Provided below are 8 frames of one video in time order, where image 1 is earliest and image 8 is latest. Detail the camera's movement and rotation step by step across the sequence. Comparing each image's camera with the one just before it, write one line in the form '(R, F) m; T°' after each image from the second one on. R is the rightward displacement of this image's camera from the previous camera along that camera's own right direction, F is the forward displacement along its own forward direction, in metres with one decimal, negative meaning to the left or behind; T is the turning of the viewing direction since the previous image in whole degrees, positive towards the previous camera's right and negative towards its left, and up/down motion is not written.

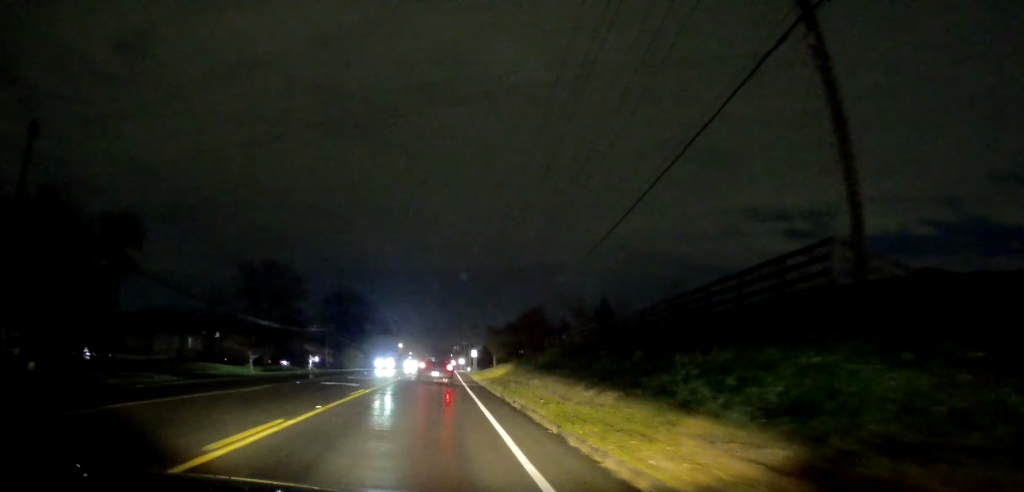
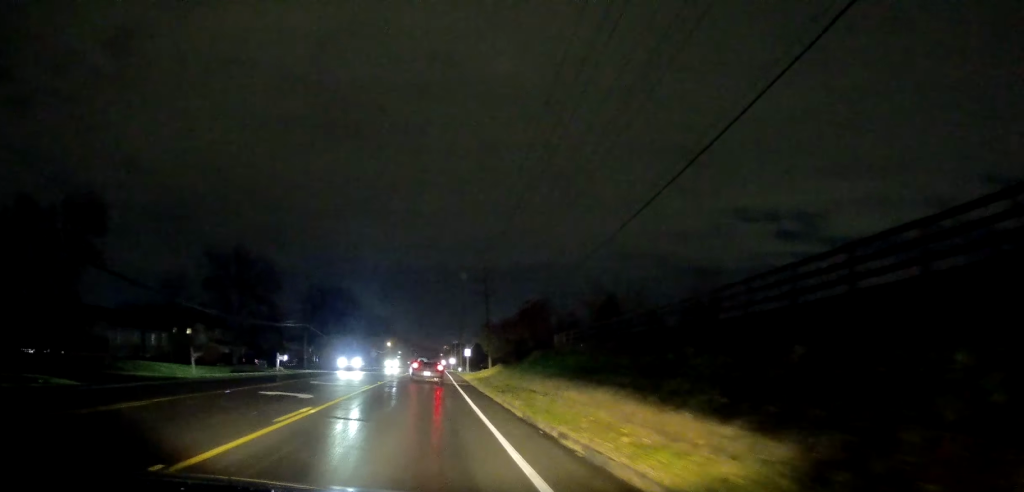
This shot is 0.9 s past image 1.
(-0.1, +6.7) m; +2°
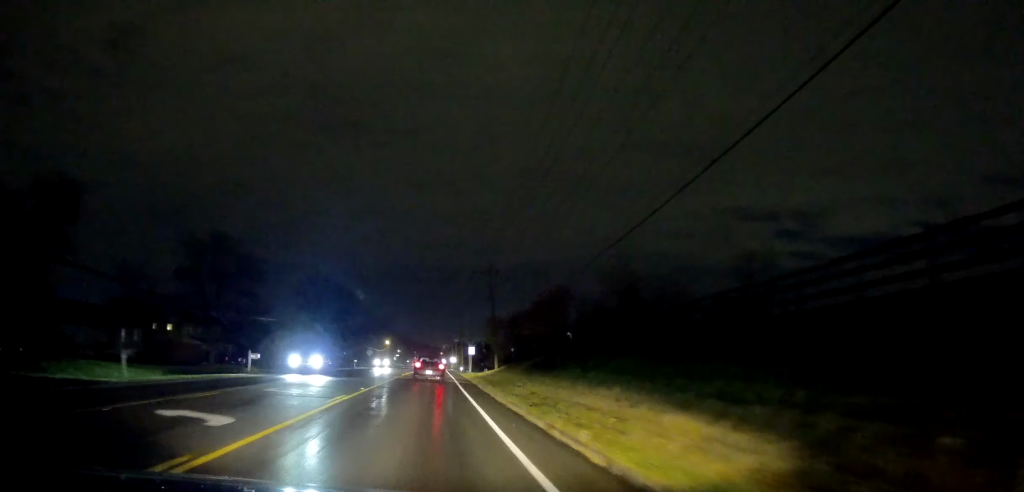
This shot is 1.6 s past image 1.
(0.0, +6.1) m; +3°
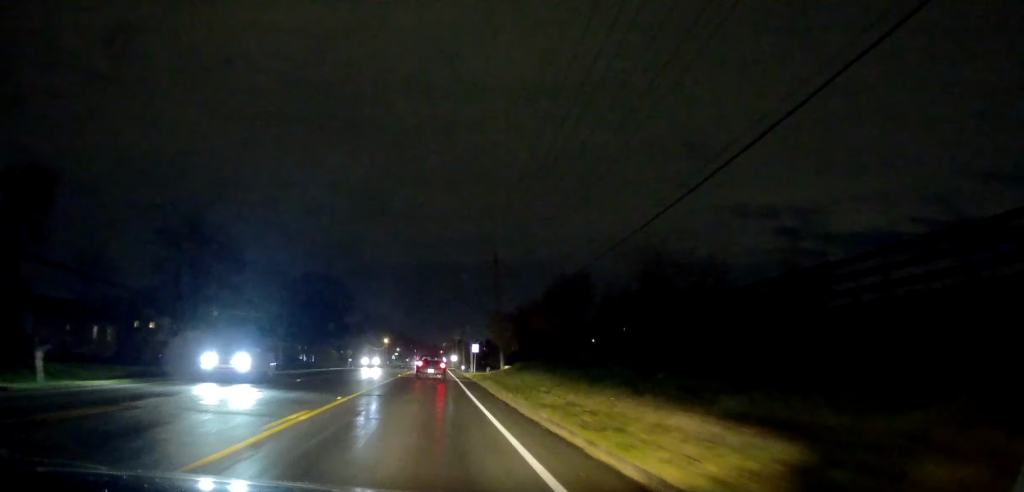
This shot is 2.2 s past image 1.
(+0.4, +4.8) m; +2°
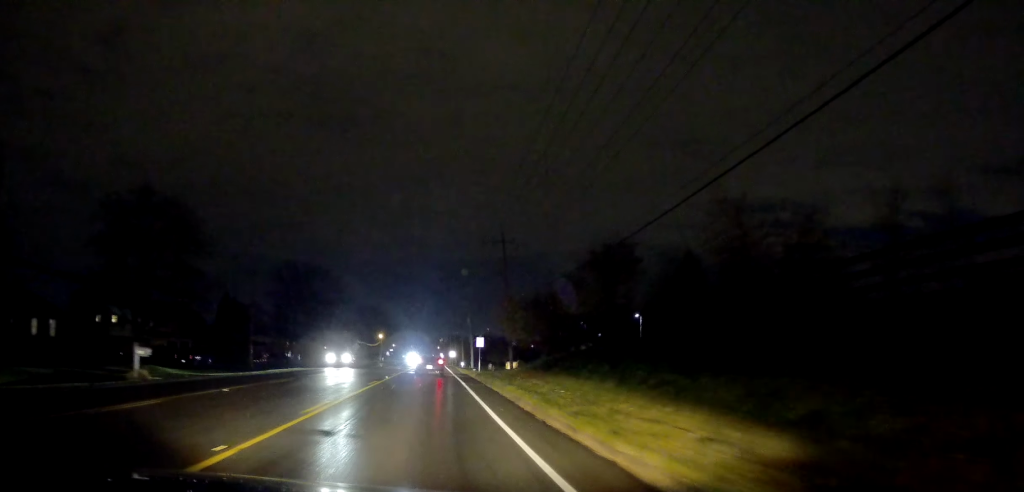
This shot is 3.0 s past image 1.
(0.0, +8.6) m; +1°
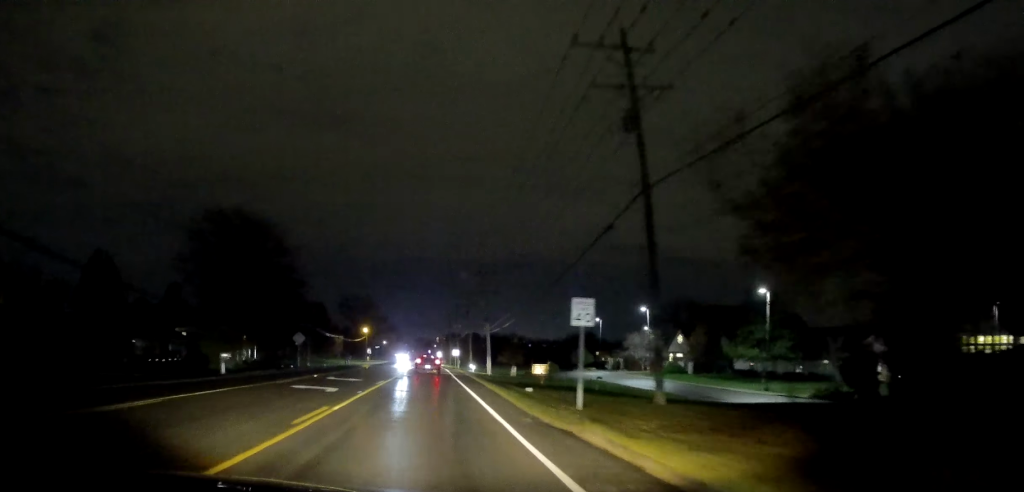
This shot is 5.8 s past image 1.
(+0.4, +34.0) m; +1°
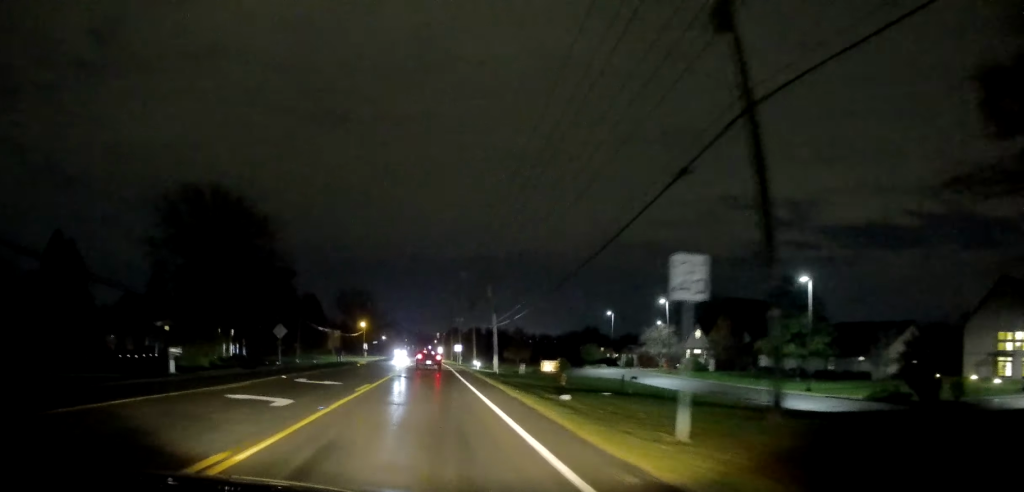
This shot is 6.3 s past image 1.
(+0.3, +6.4) m; 0°
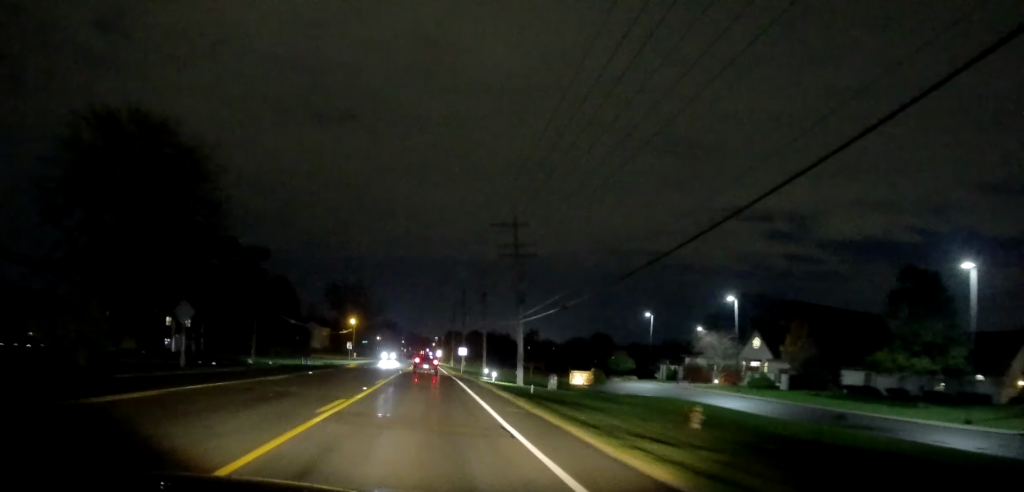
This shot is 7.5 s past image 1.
(-0.4, +17.7) m; 0°
